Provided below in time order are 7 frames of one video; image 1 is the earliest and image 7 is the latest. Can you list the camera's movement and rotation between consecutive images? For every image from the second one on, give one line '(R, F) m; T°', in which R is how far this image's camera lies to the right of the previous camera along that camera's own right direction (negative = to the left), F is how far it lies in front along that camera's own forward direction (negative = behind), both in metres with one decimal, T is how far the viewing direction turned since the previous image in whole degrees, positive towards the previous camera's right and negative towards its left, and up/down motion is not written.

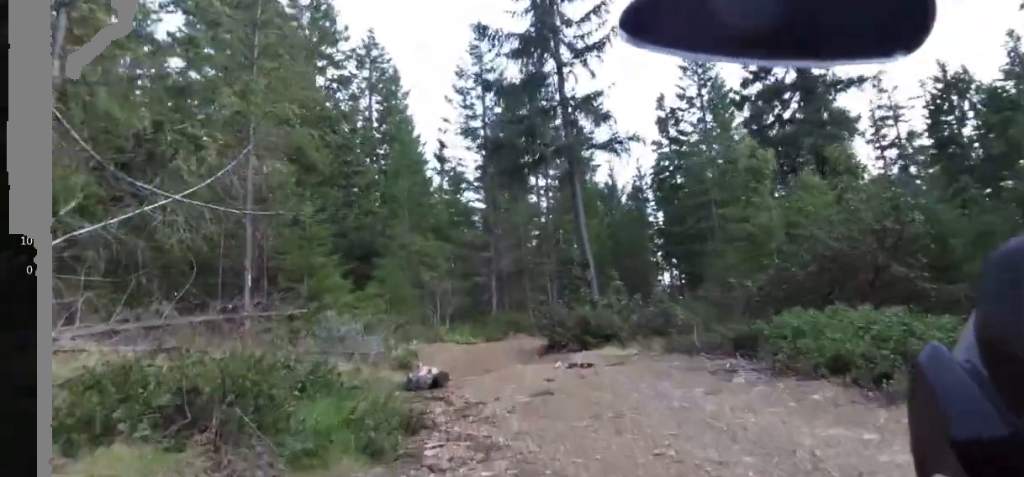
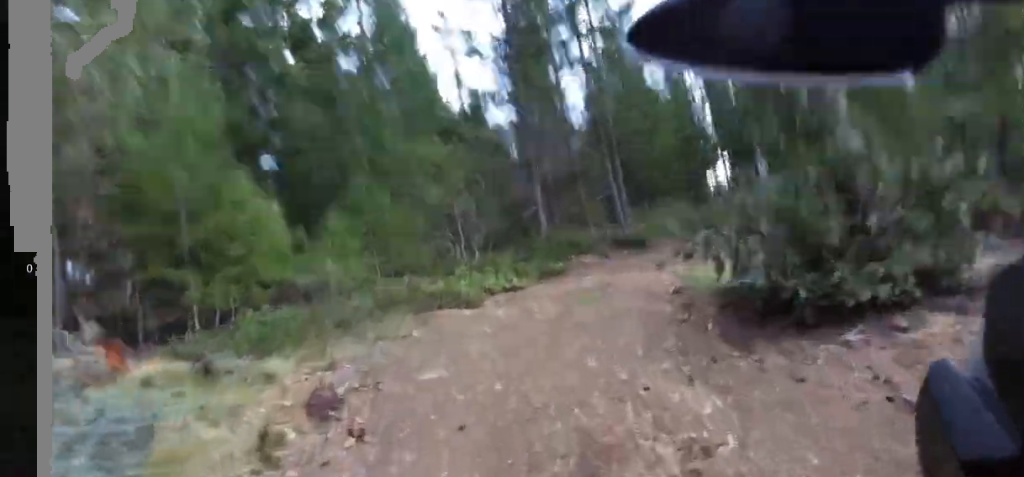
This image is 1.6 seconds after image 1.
(+1.8, +9.6) m; +16°
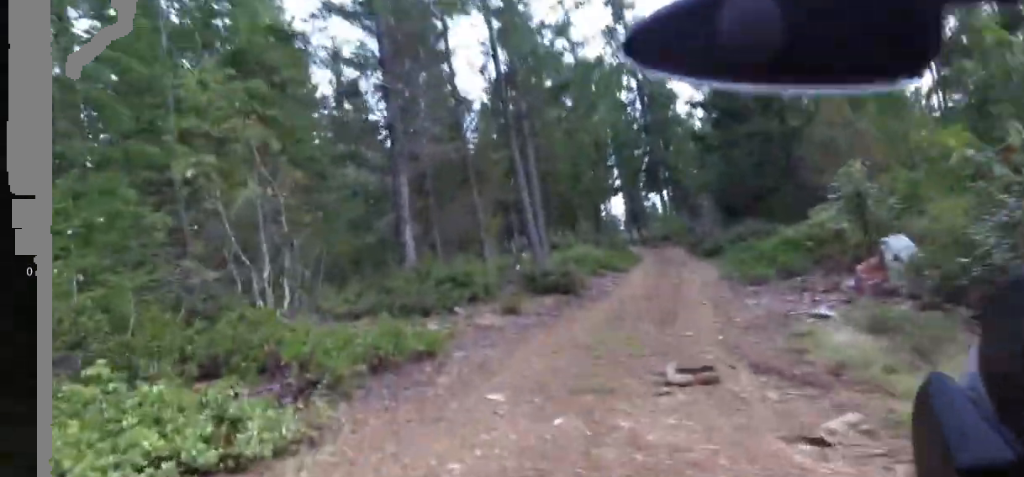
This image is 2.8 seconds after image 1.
(0.0, +9.2) m; 0°
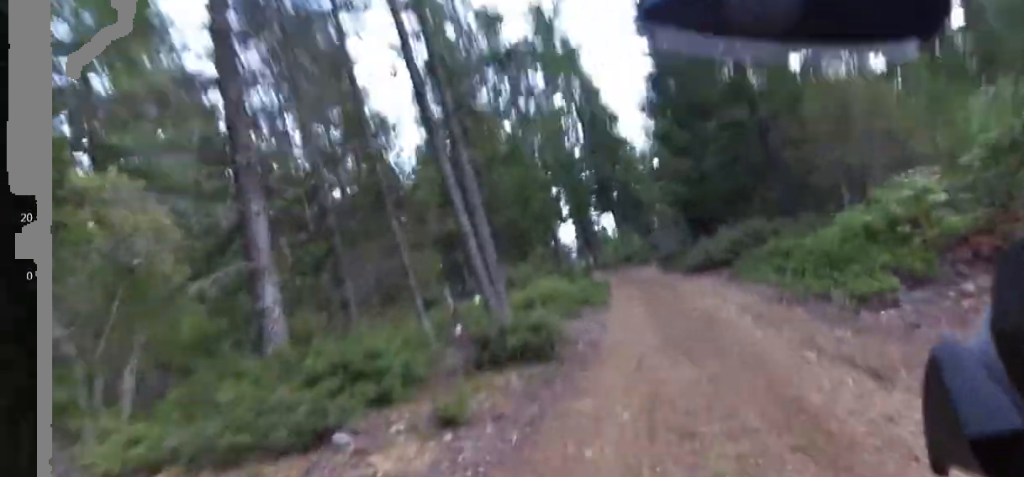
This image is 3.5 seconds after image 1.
(0.0, +5.8) m; 0°
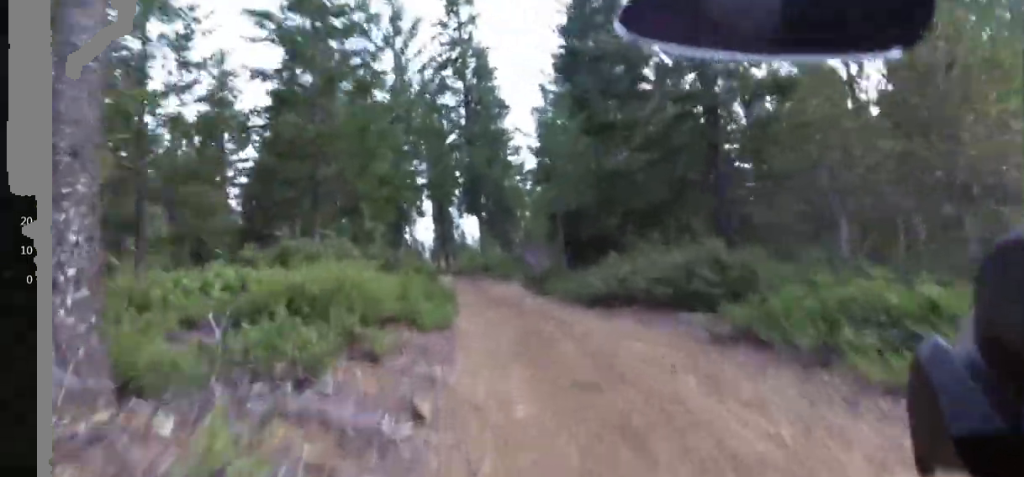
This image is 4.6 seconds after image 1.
(0.0, +9.0) m; 0°
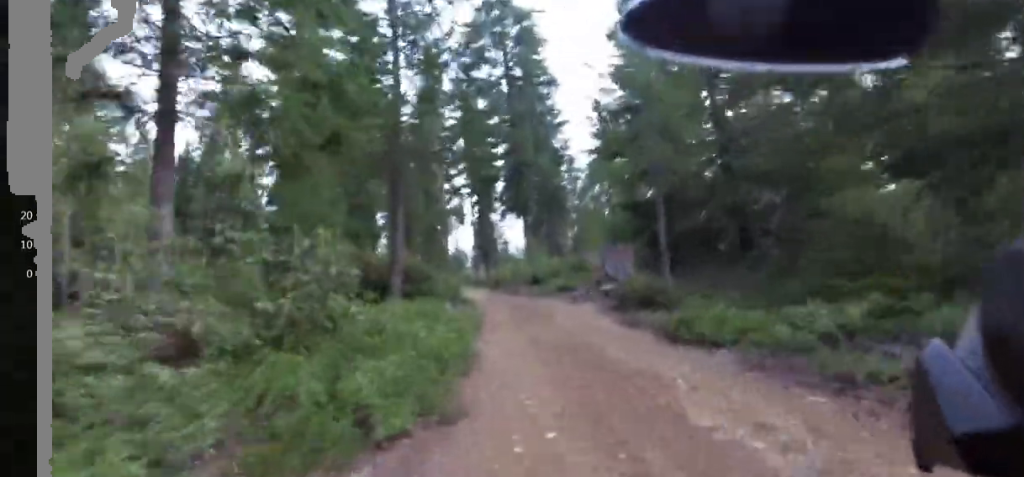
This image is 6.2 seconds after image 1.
(0.0, +10.9) m; 0°
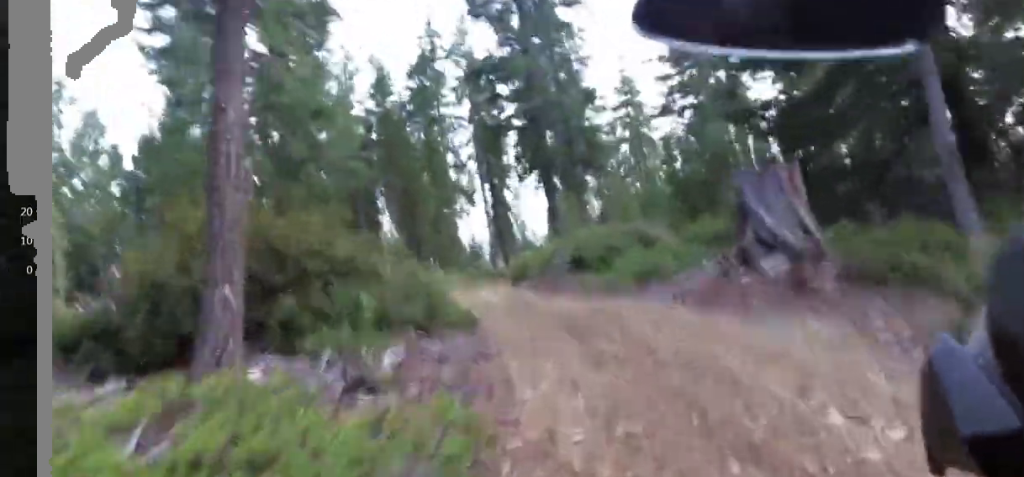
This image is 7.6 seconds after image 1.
(+0.6, +9.5) m; +12°
